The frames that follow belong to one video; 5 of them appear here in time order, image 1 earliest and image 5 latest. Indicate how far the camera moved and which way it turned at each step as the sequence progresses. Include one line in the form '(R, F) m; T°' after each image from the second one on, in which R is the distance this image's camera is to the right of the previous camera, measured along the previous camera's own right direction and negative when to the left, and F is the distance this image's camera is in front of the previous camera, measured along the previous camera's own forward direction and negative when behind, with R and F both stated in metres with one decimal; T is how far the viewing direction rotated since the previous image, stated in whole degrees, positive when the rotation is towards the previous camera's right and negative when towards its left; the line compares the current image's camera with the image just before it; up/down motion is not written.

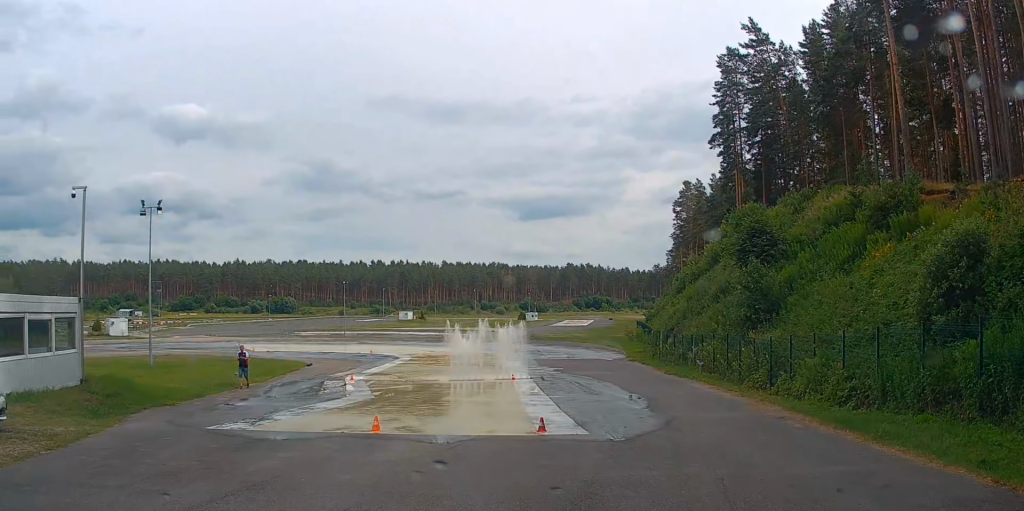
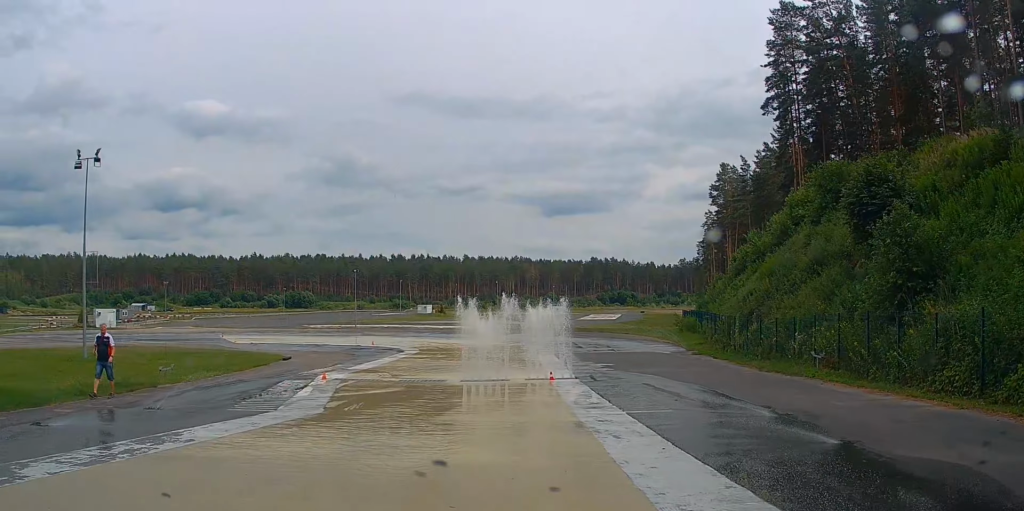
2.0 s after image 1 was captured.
(+2.0, +14.6) m; +11°
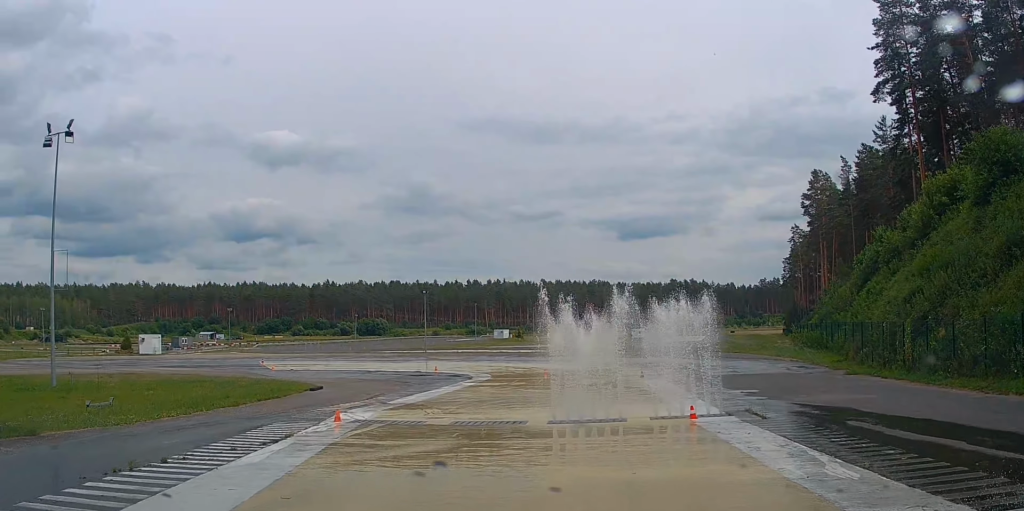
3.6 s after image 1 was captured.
(0.0, +11.6) m; +2°
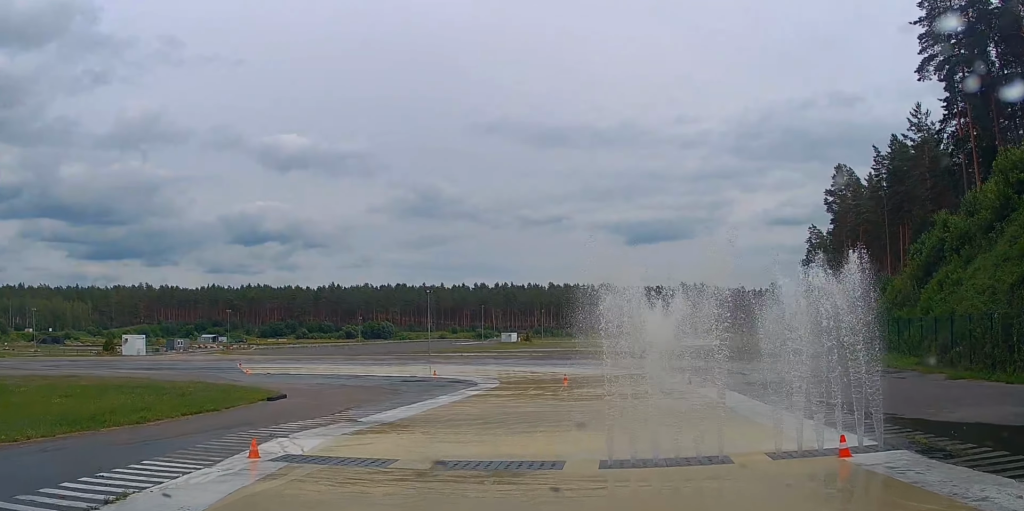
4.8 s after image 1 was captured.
(+0.3, +7.8) m; +4°
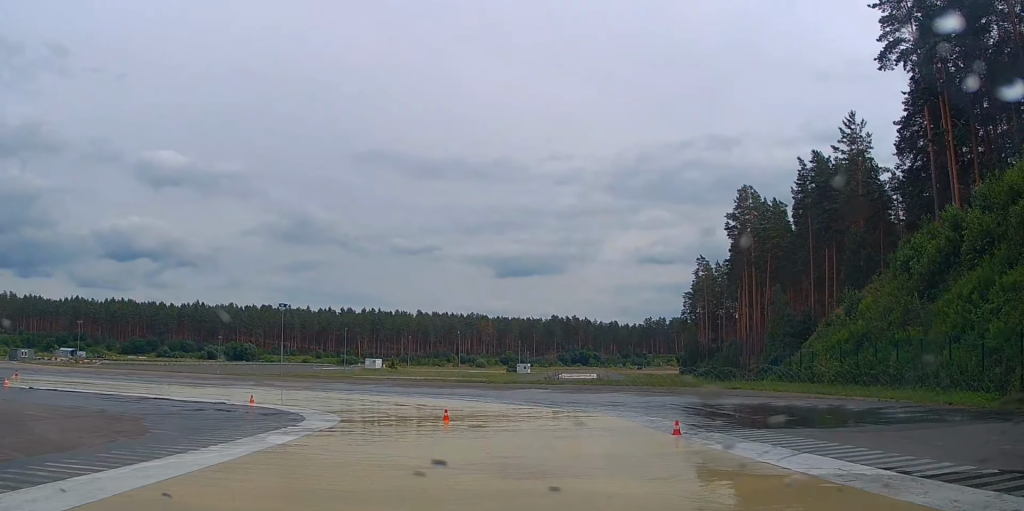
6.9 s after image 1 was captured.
(+1.2, +14.3) m; +8°
